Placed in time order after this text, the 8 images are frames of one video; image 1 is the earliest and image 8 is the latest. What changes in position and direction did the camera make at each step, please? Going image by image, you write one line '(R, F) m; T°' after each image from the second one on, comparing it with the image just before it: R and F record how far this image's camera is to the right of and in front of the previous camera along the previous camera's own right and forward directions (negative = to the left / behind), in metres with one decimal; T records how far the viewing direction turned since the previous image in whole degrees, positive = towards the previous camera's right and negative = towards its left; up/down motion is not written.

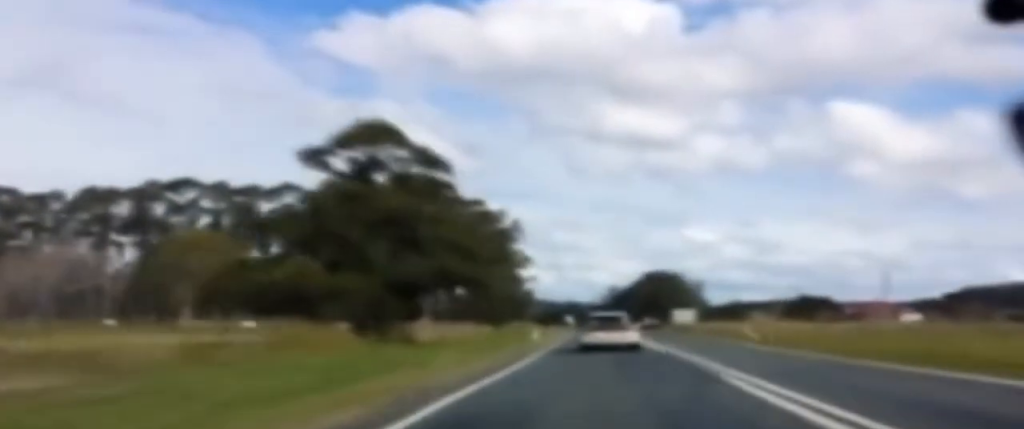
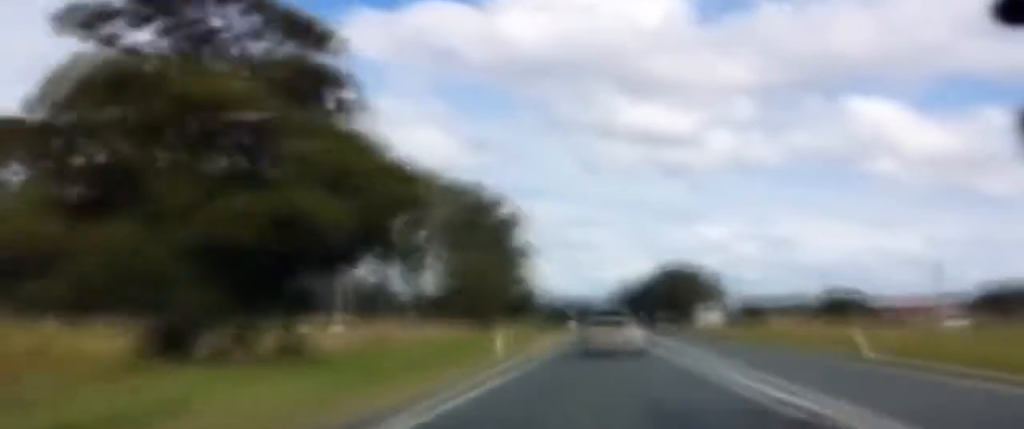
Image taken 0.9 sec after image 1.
(+0.3, +17.0) m; 0°
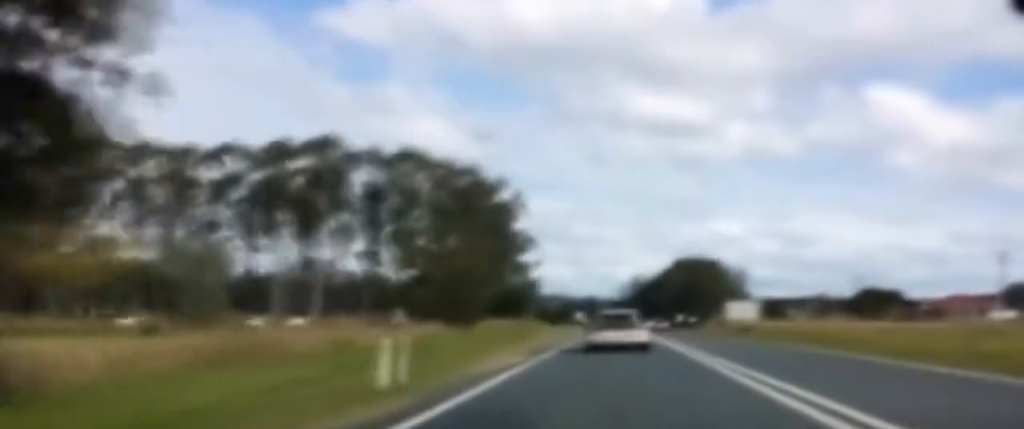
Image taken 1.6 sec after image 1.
(0.0, +14.3) m; 0°
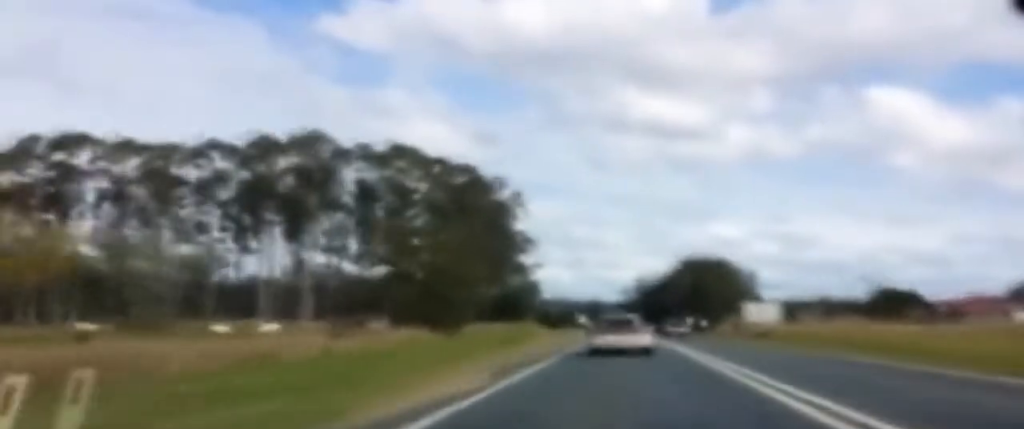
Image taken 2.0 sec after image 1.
(0.0, +8.4) m; -1°
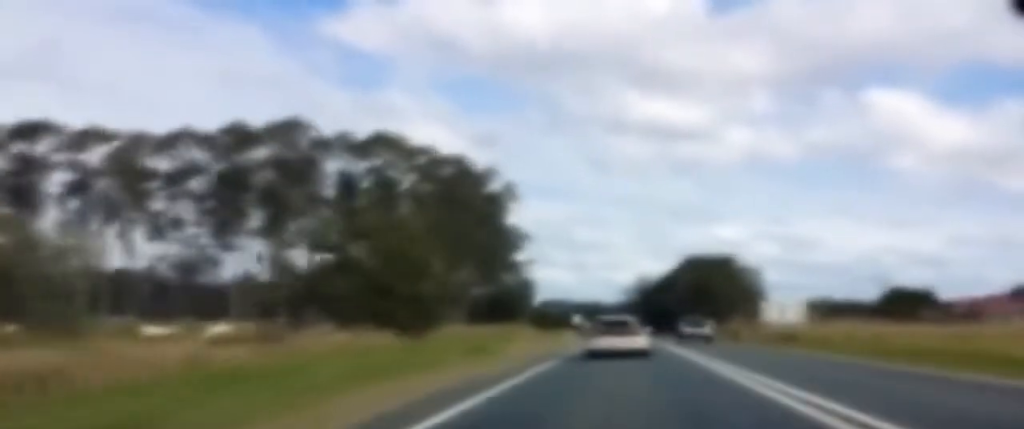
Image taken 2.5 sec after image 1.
(0.0, +9.6) m; 0°
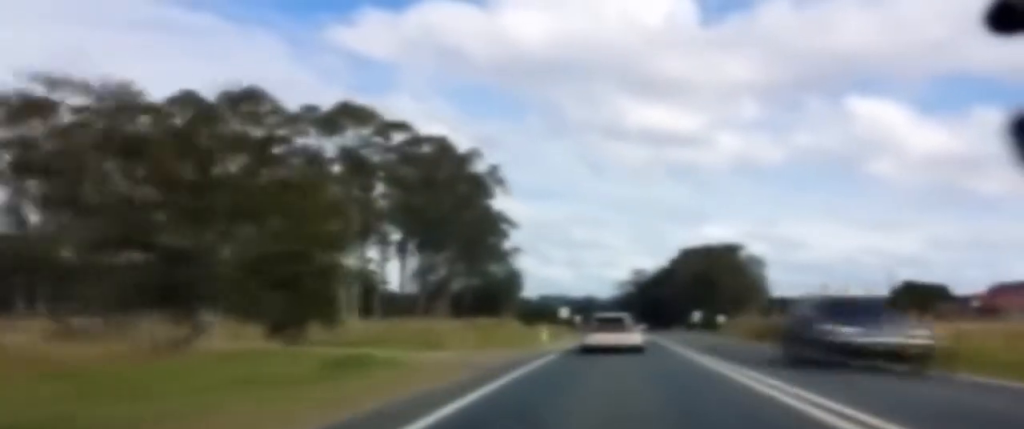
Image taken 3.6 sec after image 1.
(0.0, +19.8) m; 0°
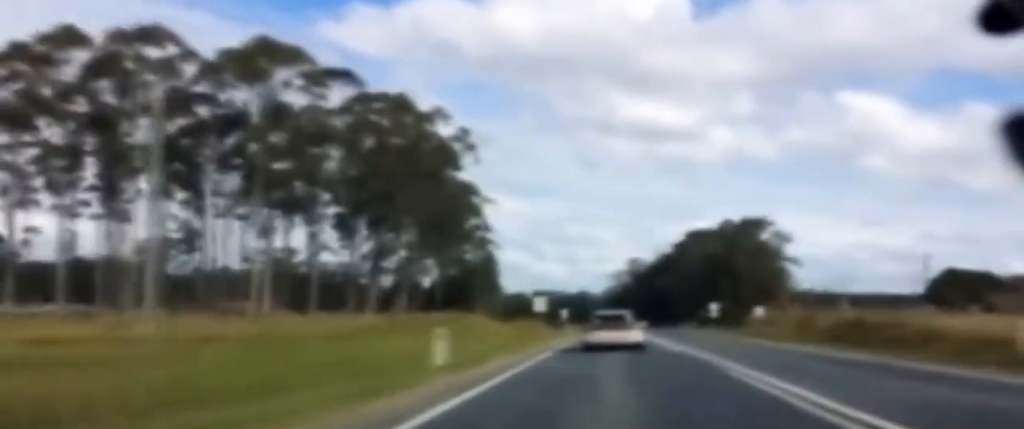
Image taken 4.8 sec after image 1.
(+0.1, +23.5) m; 0°
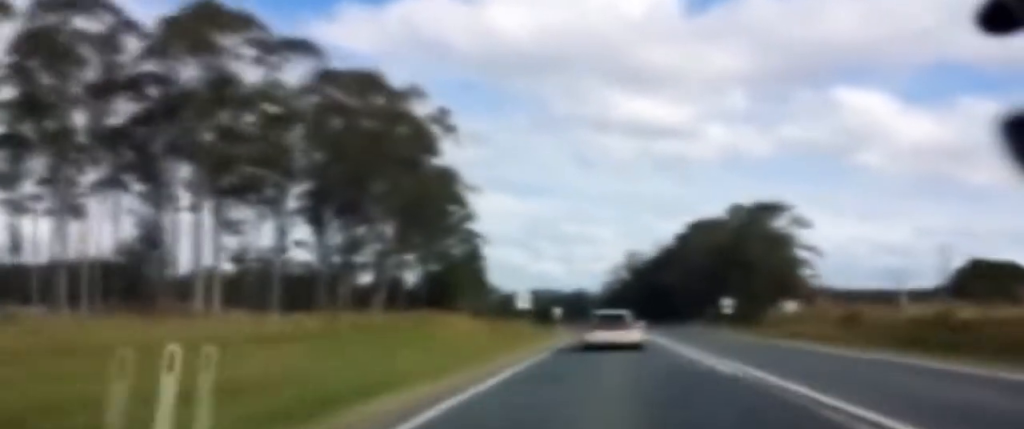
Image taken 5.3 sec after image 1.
(0.0, +10.2) m; 0°
